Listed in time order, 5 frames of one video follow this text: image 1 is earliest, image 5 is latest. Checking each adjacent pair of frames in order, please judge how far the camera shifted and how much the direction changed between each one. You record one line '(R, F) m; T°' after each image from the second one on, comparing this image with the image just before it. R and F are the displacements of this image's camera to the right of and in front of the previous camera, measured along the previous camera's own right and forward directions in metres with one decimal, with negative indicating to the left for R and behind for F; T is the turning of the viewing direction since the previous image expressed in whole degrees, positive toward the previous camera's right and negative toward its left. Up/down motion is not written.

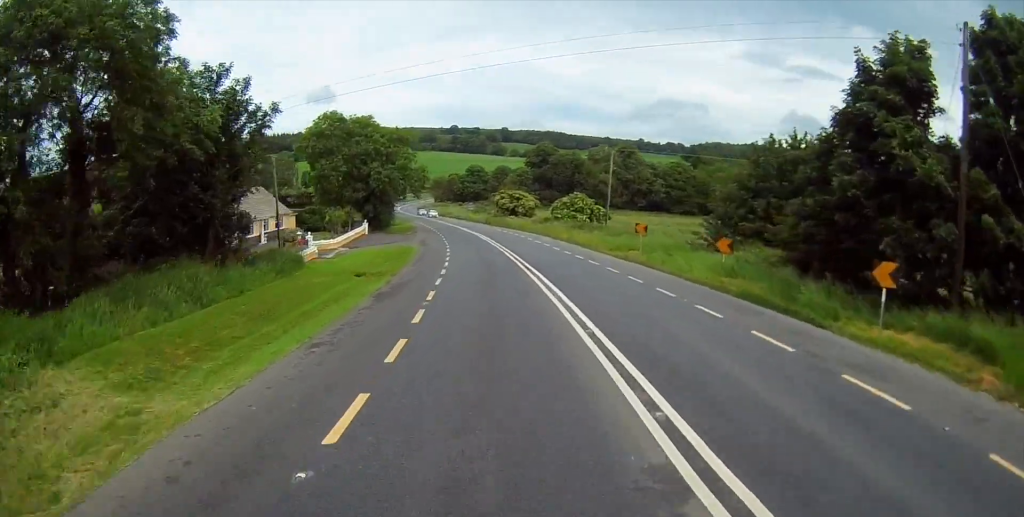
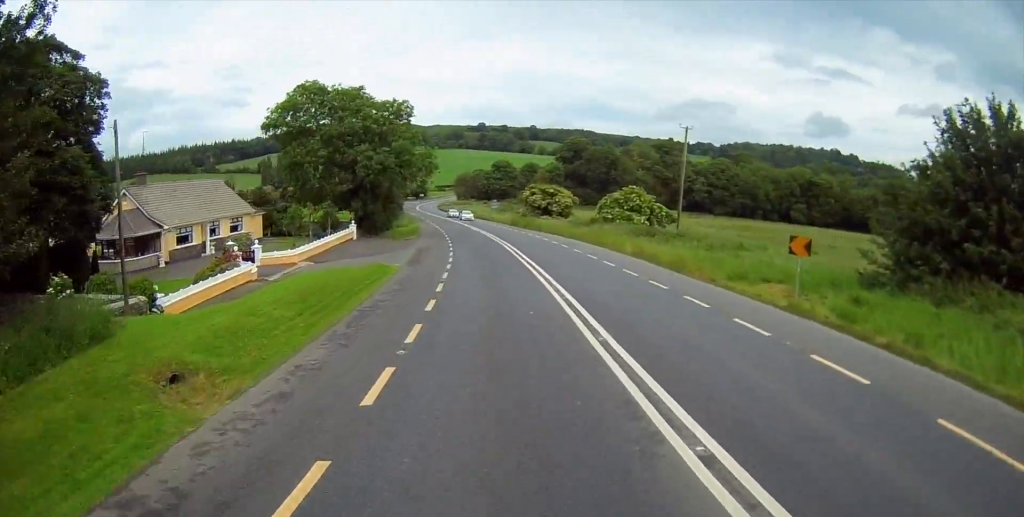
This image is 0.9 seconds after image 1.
(-0.7, +18.8) m; -3°
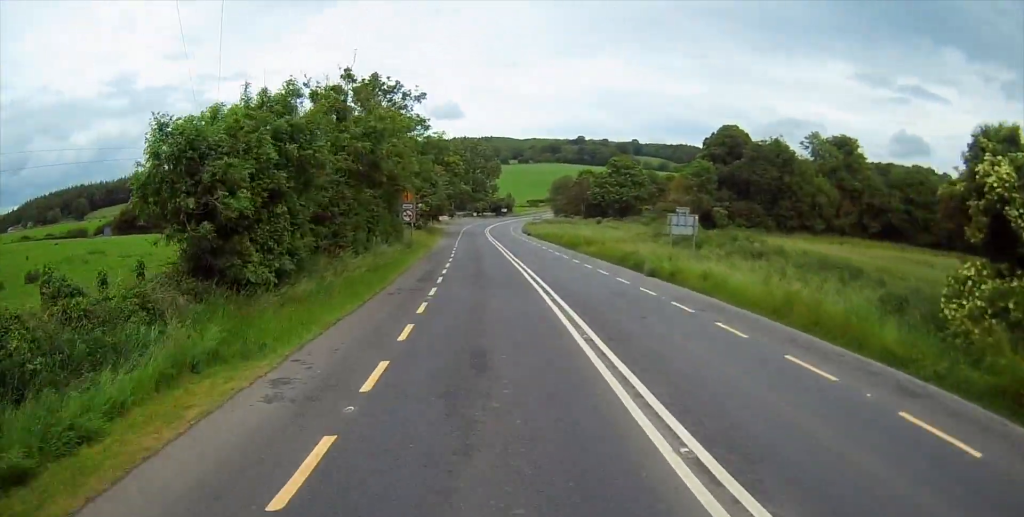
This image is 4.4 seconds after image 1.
(-5.7, +75.1) m; -10°
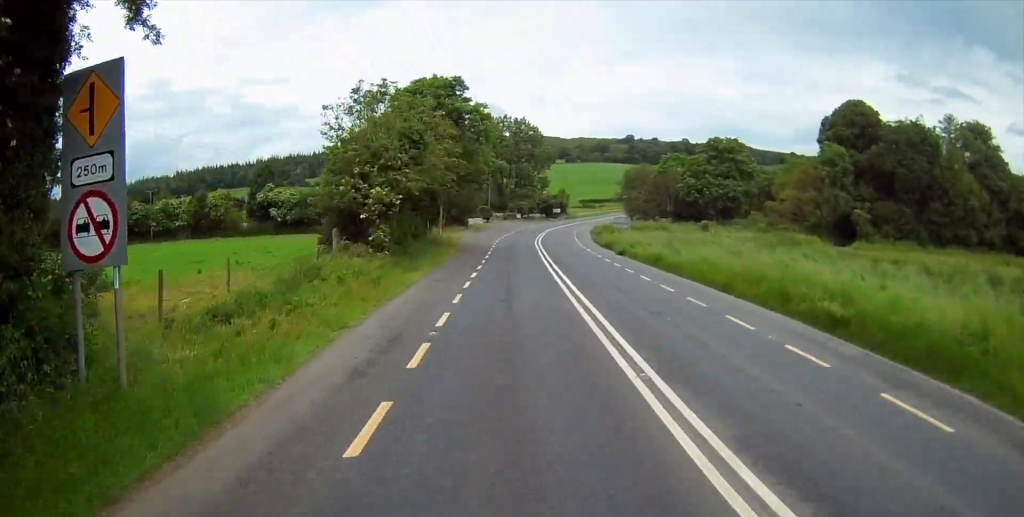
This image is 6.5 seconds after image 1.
(-1.0, +42.8) m; -2°
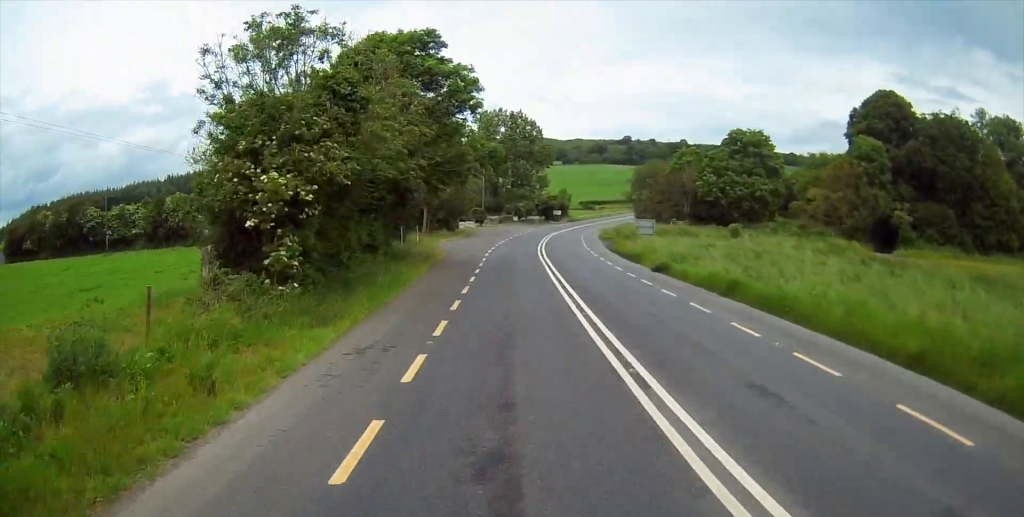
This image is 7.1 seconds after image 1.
(-0.2, +12.8) m; -1°
